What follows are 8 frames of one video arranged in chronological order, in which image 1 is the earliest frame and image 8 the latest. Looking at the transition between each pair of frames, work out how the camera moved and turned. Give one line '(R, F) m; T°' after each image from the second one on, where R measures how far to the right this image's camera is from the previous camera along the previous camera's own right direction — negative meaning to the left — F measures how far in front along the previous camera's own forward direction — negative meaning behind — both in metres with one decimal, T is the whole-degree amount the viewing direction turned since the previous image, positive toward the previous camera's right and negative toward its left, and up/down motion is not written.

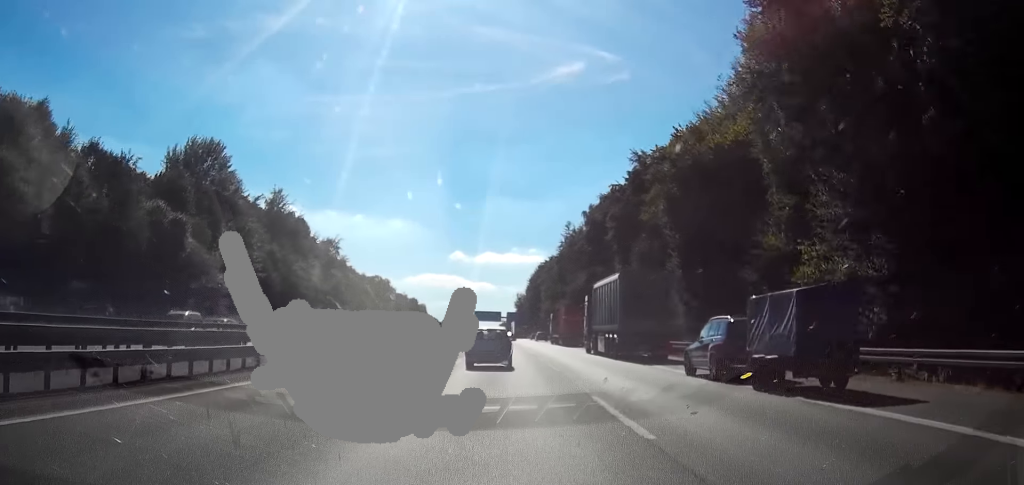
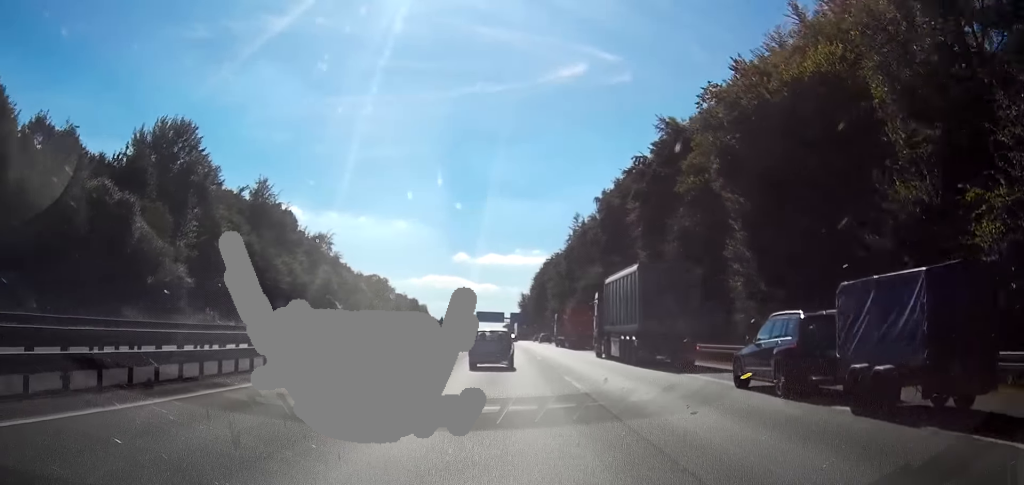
(0.0, +11.6) m; -1°
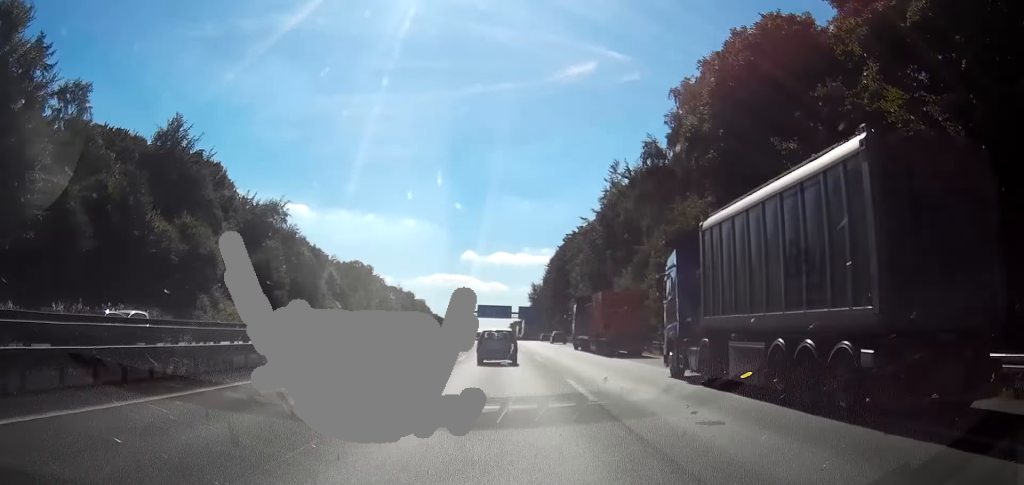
(-0.5, +42.5) m; -1°
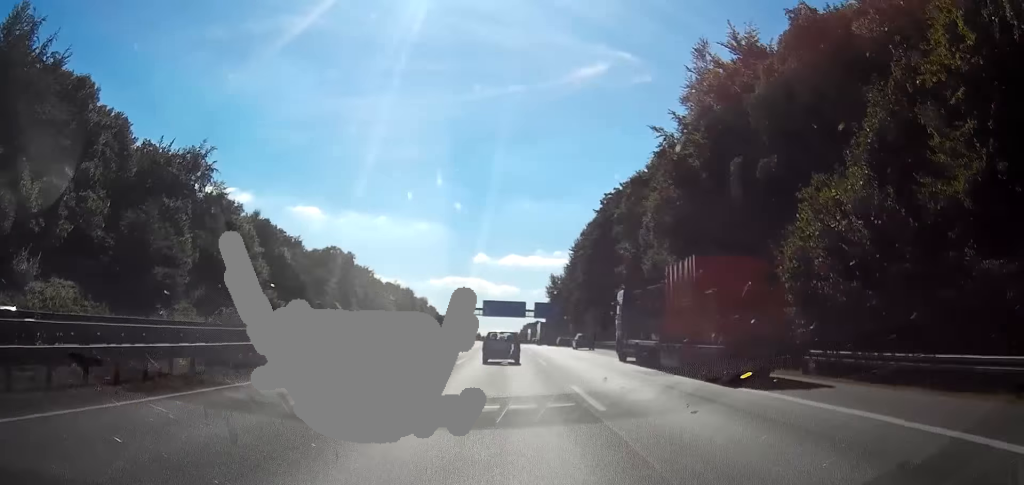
(0.0, +42.0) m; 0°
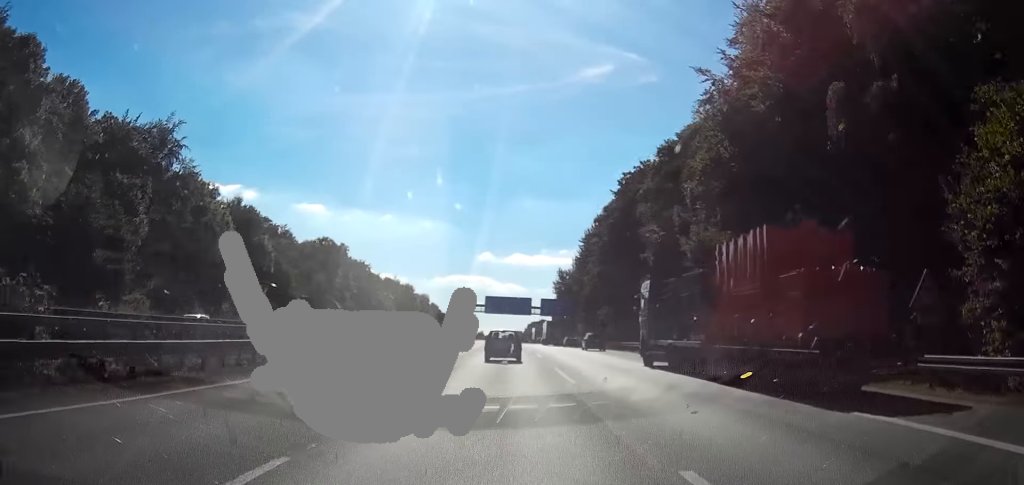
(0.0, +12.0) m; 0°
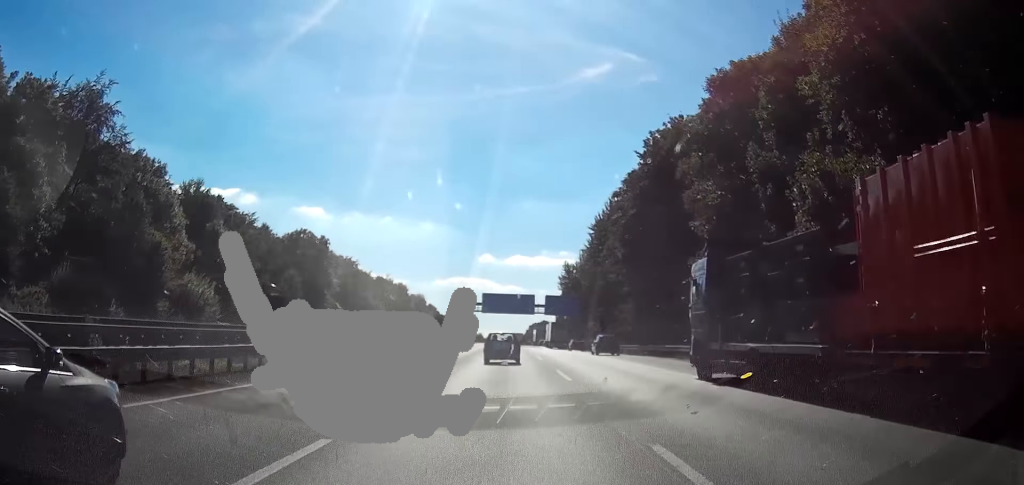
(0.0, +17.5) m; 0°
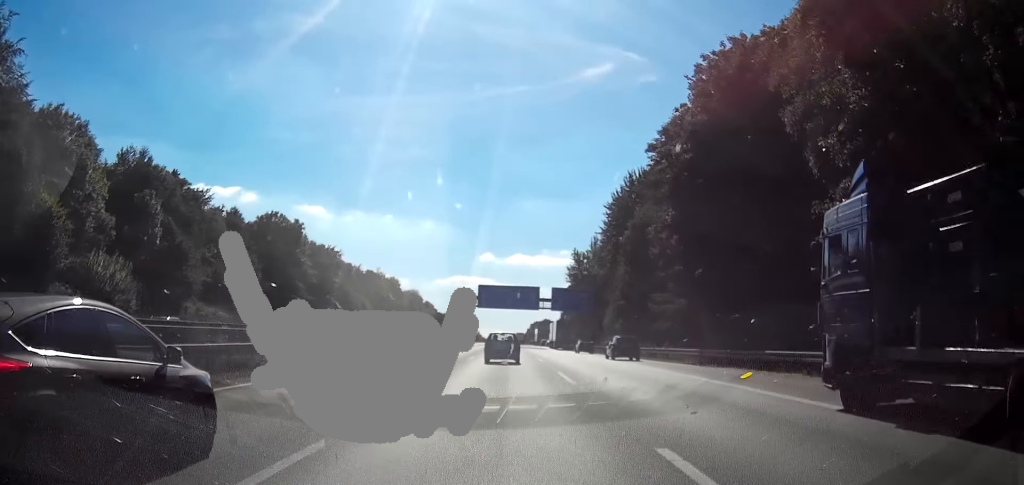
(0.0, +19.3) m; 0°
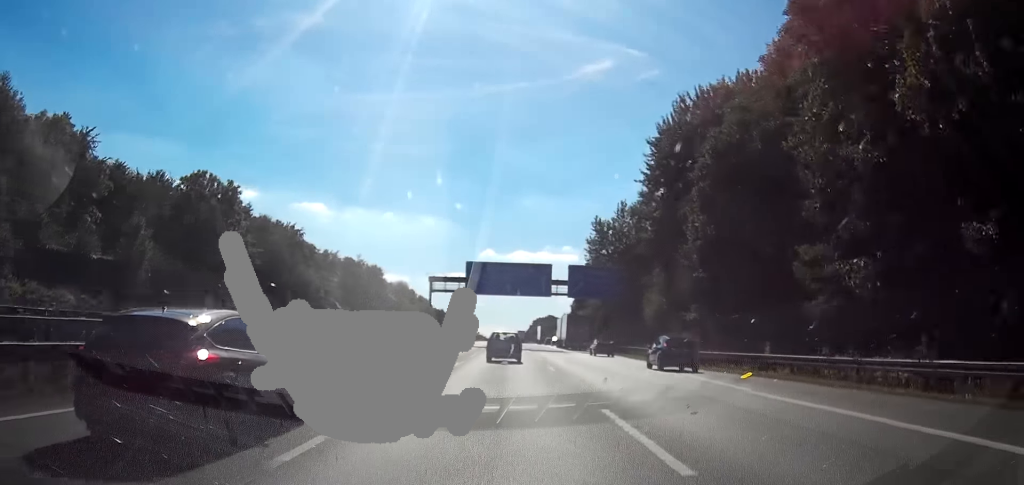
(0.0, +31.5) m; 0°
